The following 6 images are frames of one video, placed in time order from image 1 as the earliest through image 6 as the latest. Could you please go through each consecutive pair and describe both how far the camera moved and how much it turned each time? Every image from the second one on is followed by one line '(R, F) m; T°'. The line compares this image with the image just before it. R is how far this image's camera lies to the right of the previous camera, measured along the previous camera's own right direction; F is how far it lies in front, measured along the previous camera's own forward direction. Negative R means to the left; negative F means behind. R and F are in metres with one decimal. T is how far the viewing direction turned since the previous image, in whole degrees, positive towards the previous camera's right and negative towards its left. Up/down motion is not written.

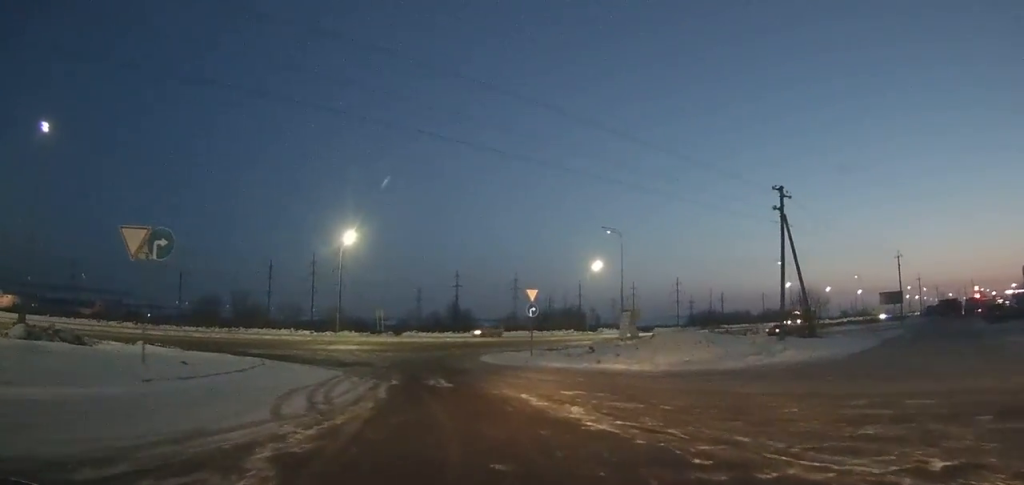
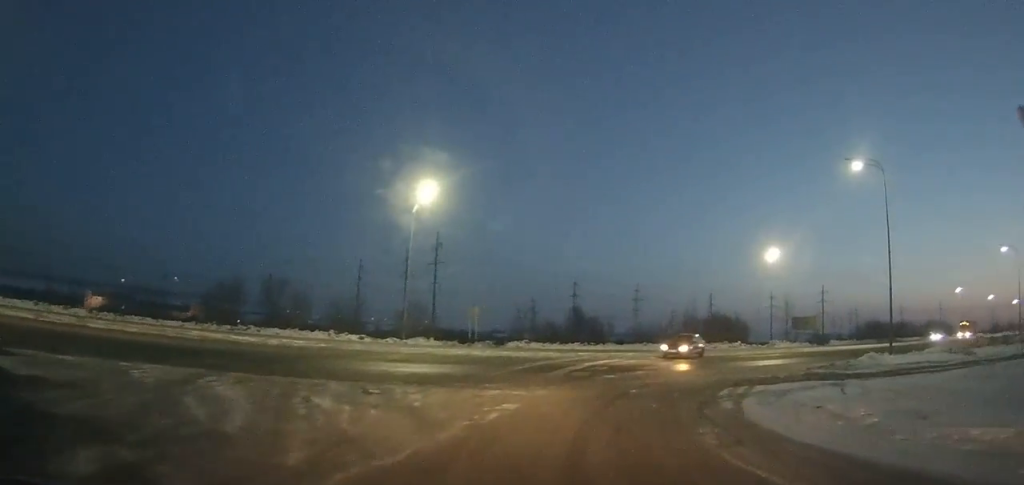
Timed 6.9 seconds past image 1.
(-1.2, +26.2) m; +2°
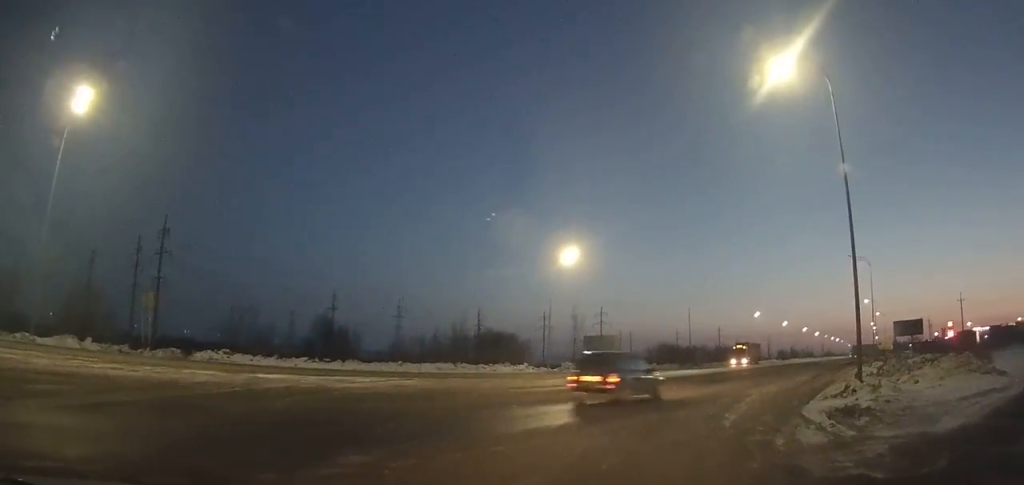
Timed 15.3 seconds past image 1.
(+8.3, +26.9) m; +32°
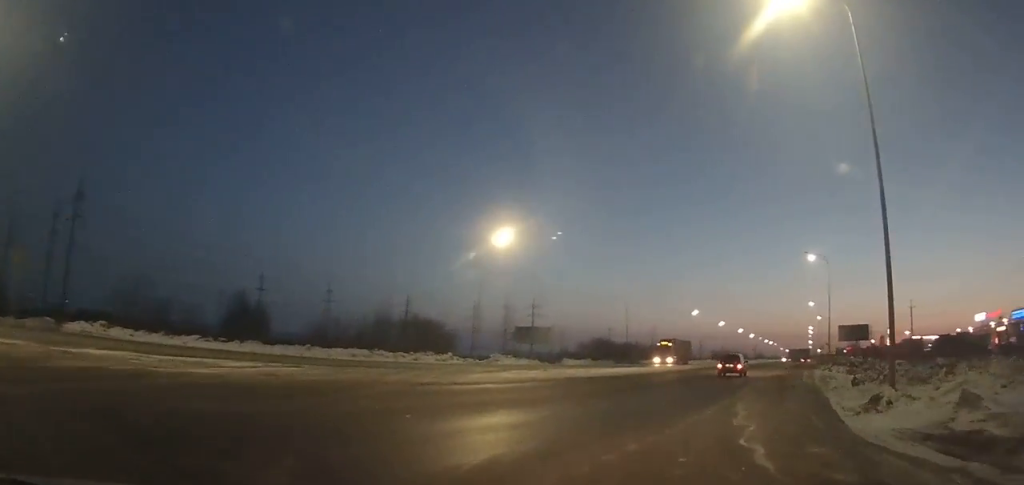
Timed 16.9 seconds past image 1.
(+0.2, +8.3) m; +5°
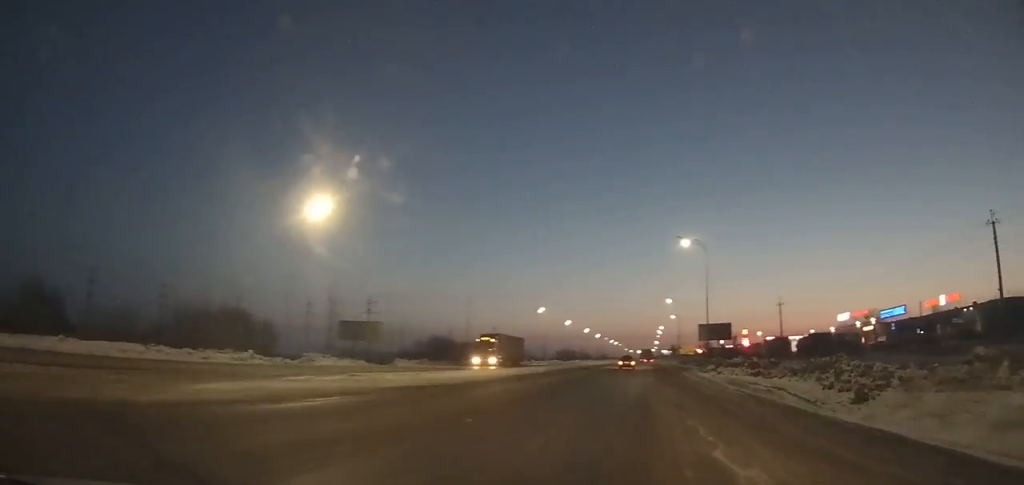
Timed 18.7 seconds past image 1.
(+0.7, +12.2) m; +5°
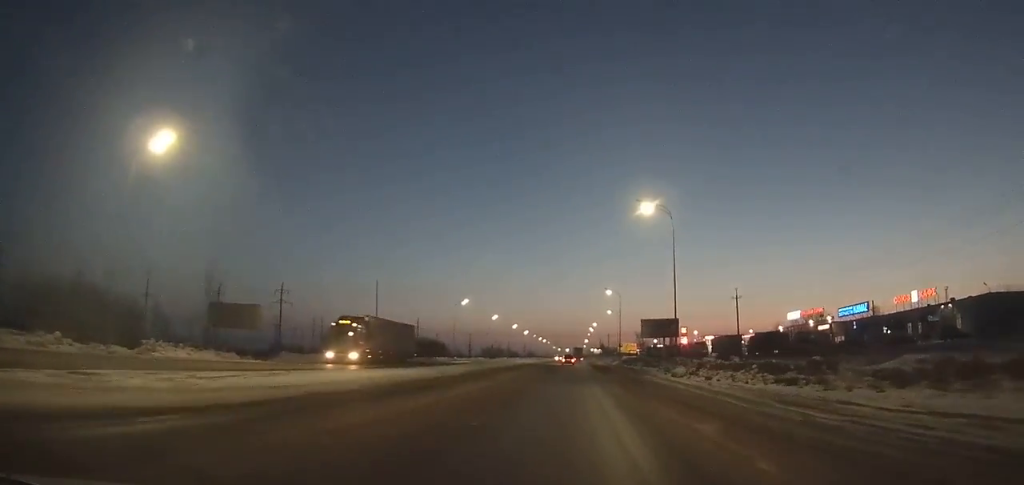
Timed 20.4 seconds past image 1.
(+0.6, +13.8) m; +3°
